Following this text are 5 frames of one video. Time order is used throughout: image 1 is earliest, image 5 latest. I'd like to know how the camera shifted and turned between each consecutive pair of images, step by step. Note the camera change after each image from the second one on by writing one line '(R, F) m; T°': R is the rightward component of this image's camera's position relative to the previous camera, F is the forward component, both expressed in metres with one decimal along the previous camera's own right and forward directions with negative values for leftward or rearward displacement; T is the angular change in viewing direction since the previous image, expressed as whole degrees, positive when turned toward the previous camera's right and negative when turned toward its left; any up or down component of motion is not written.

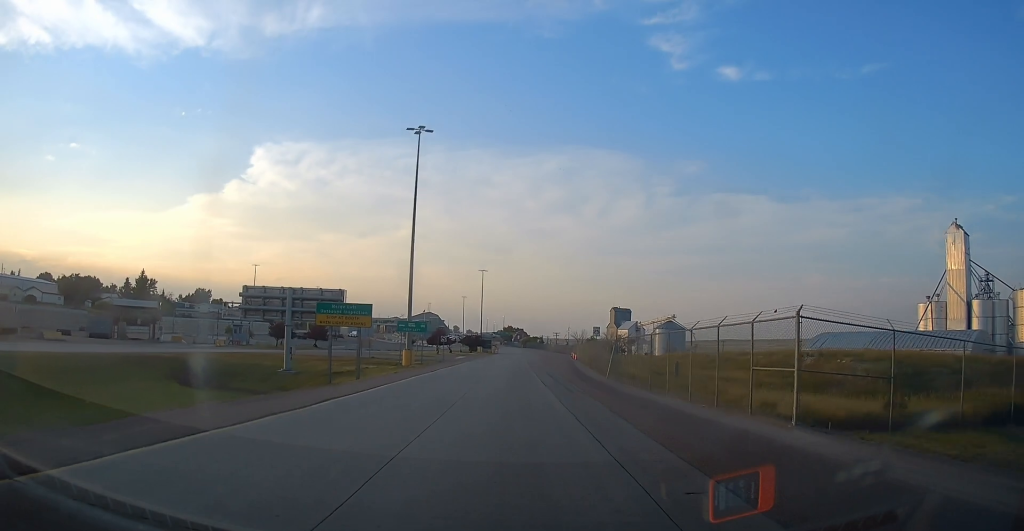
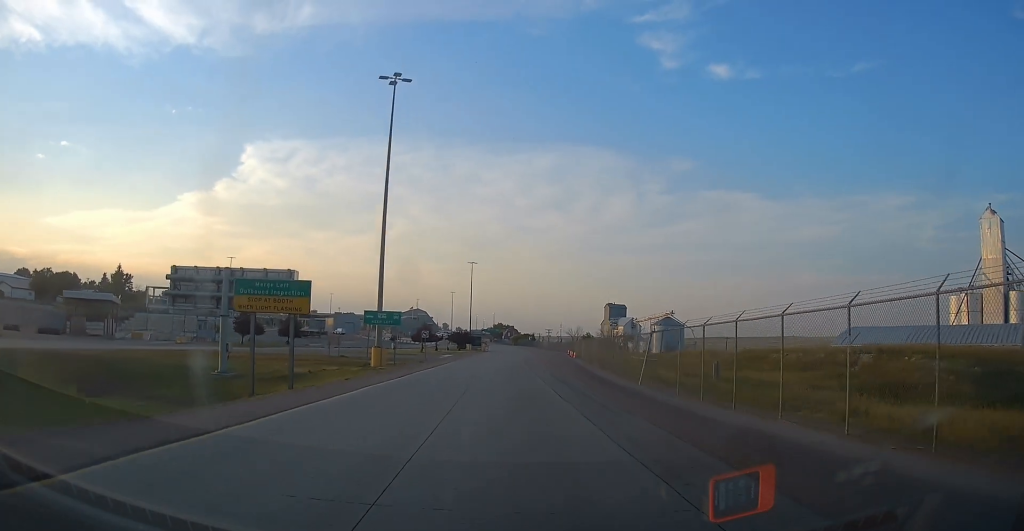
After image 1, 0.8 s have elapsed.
(-0.3, +10.9) m; -1°
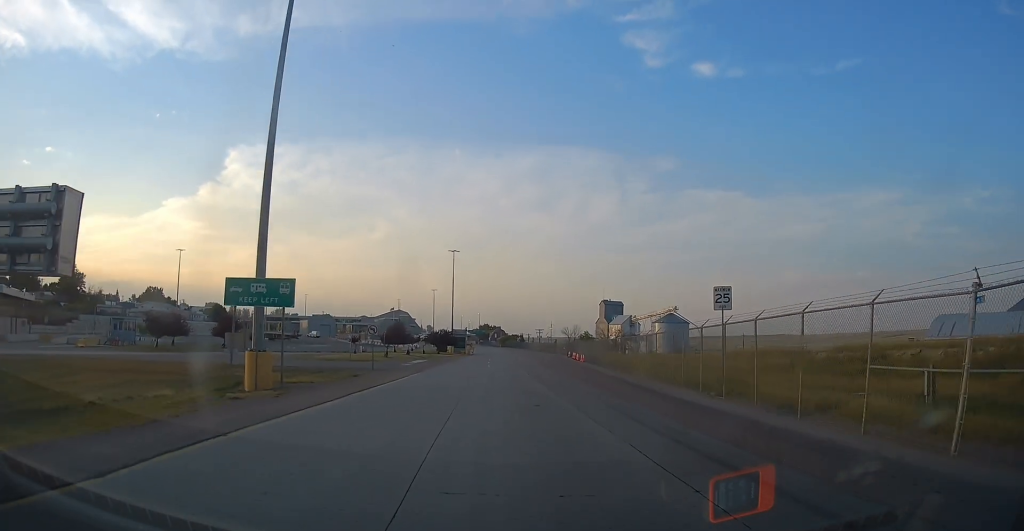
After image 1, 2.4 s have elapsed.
(+0.5, +21.8) m; +5°
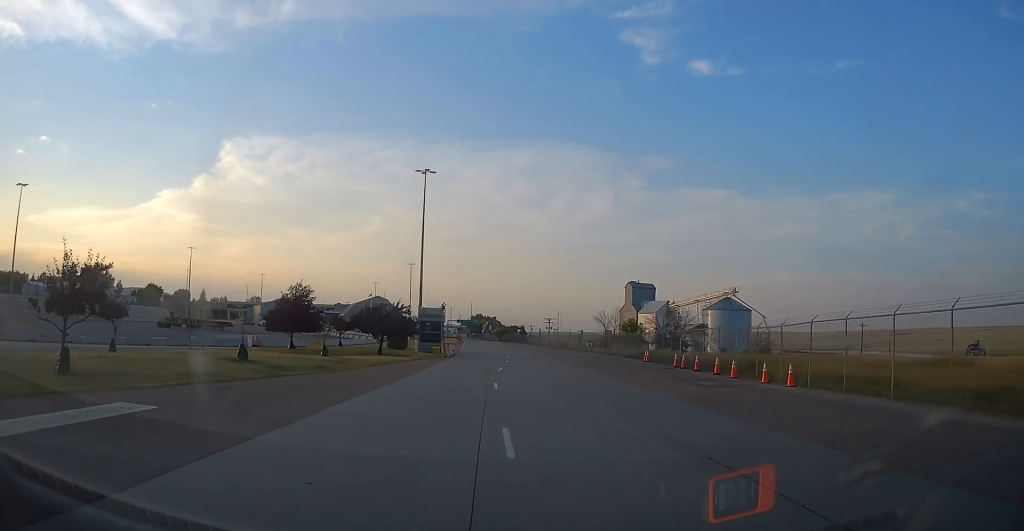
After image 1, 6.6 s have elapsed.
(-1.1, +56.3) m; 0°
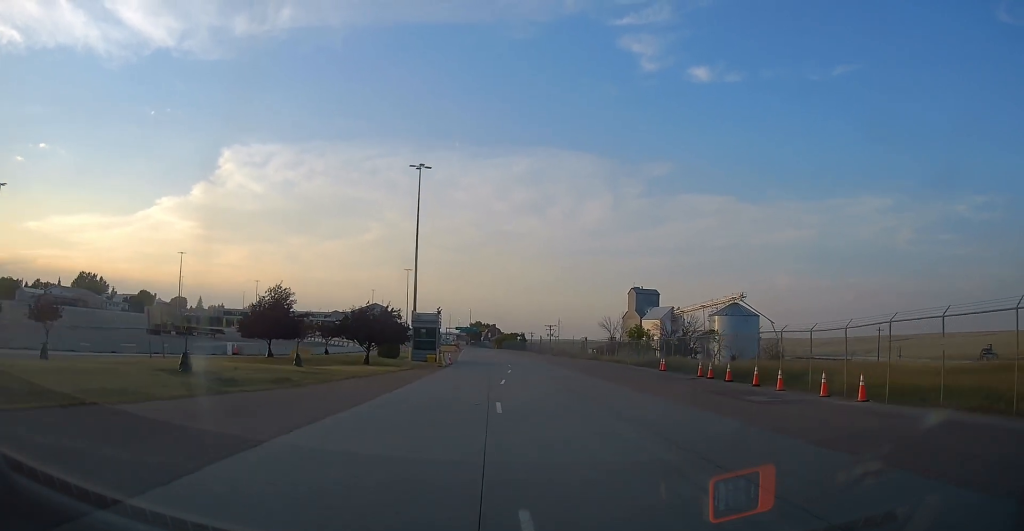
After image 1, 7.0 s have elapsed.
(+0.2, +5.4) m; 0°
